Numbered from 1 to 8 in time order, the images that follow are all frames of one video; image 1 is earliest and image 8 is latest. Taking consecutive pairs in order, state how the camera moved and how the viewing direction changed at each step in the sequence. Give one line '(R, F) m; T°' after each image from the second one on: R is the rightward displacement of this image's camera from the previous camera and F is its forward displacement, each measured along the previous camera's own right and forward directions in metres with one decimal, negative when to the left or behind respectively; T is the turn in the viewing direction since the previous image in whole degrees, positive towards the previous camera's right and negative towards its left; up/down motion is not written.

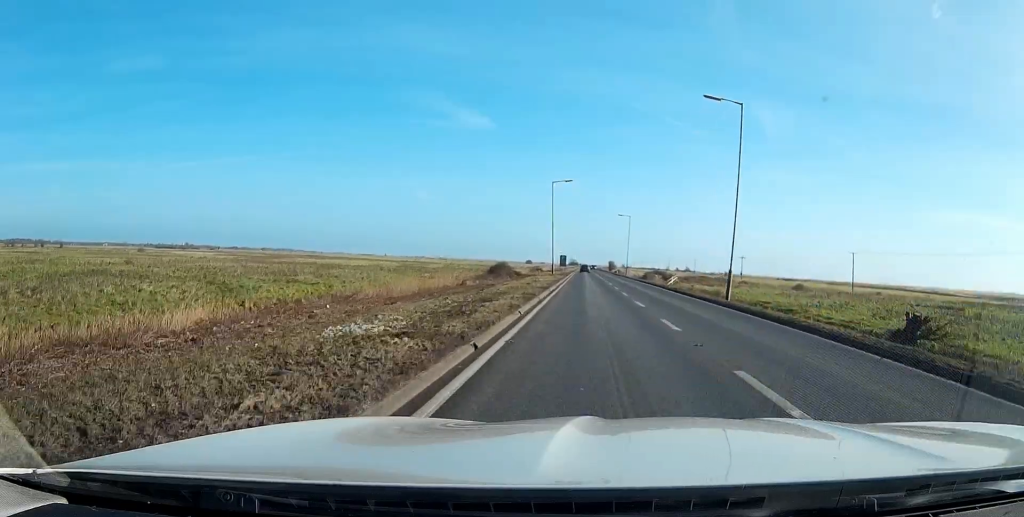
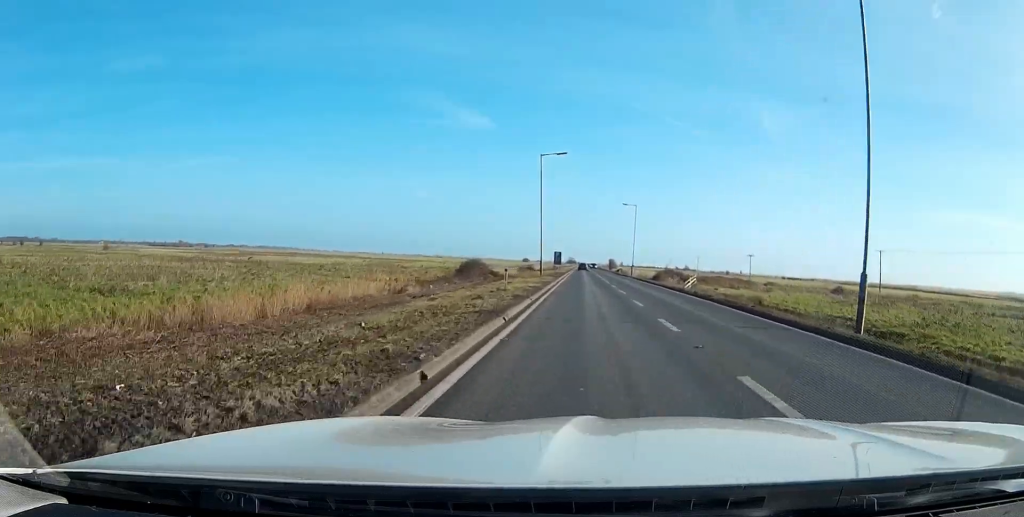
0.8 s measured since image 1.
(0.0, +18.3) m; 0°
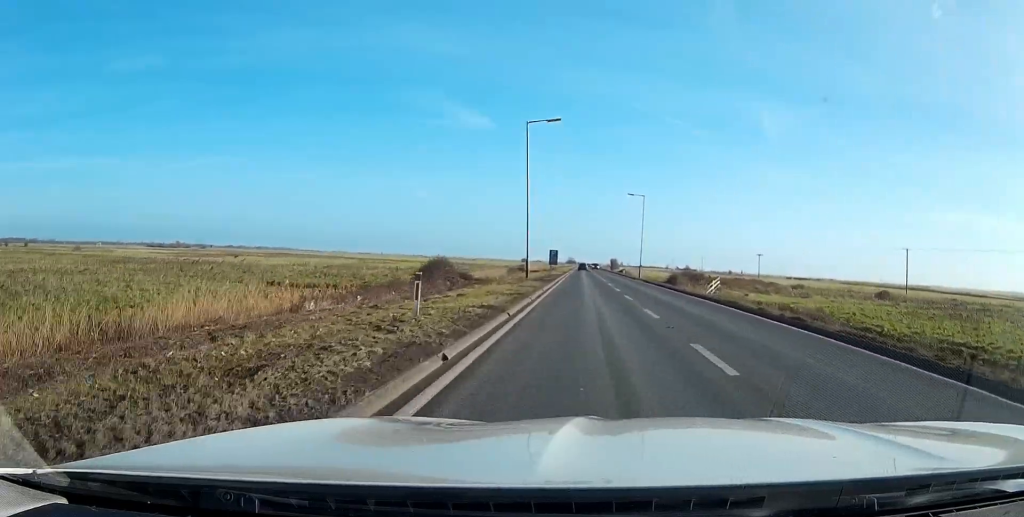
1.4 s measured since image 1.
(0.0, +14.3) m; 0°
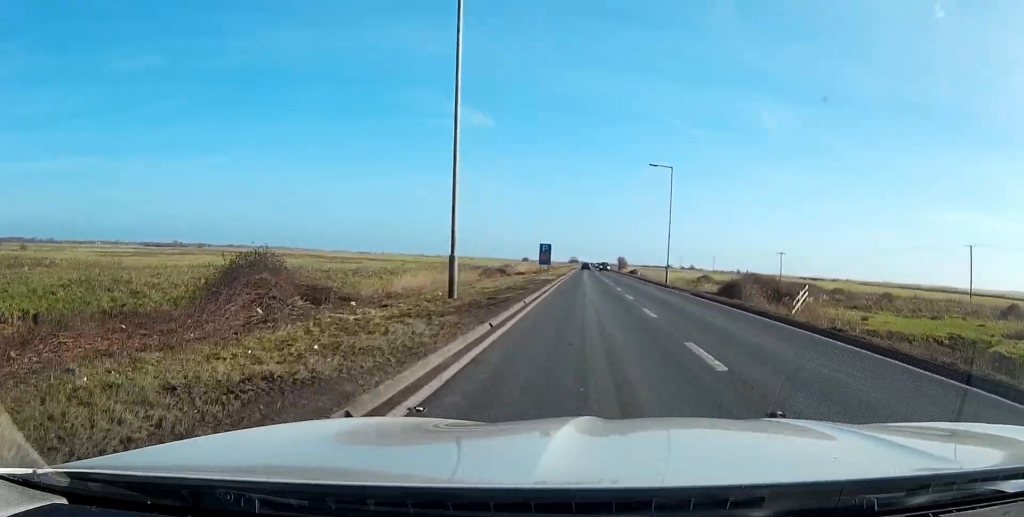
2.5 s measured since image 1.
(-0.1, +26.3) m; 0°
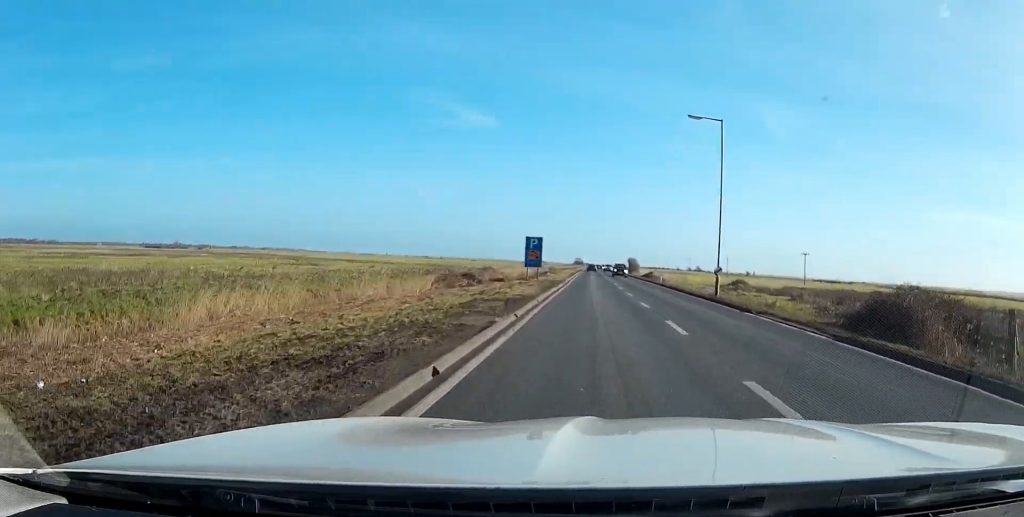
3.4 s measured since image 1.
(+0.1, +21.5) m; 0°
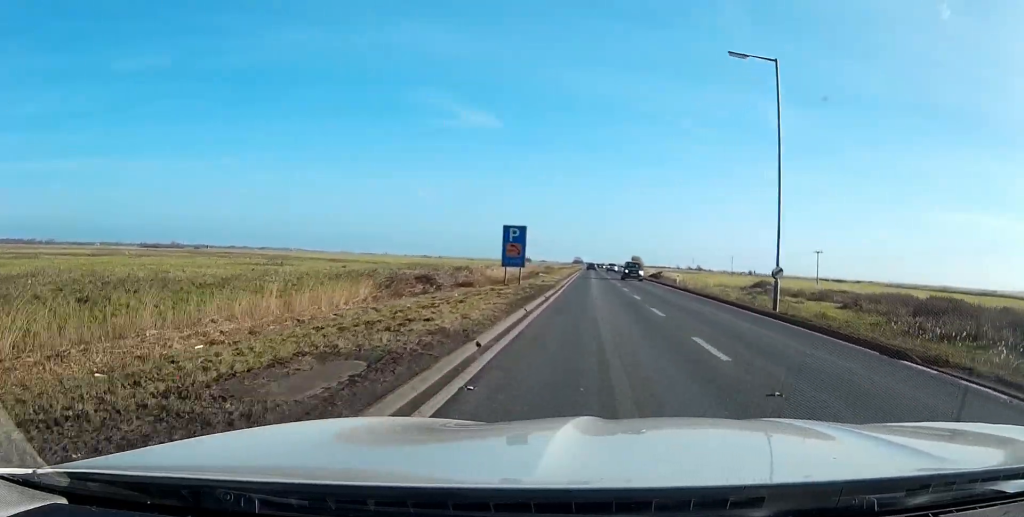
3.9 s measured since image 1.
(0.0, +12.8) m; 0°
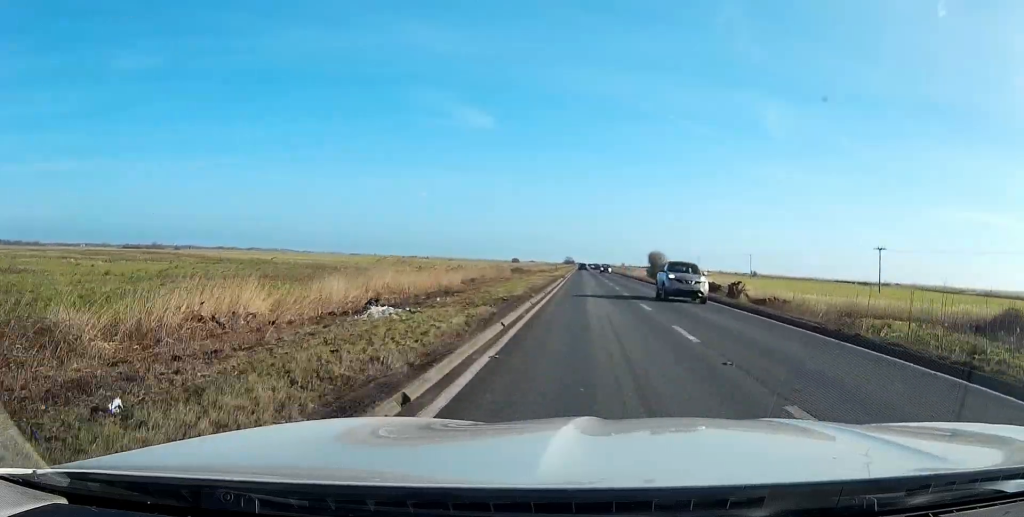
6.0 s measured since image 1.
(+0.3, +50.5) m; +1°
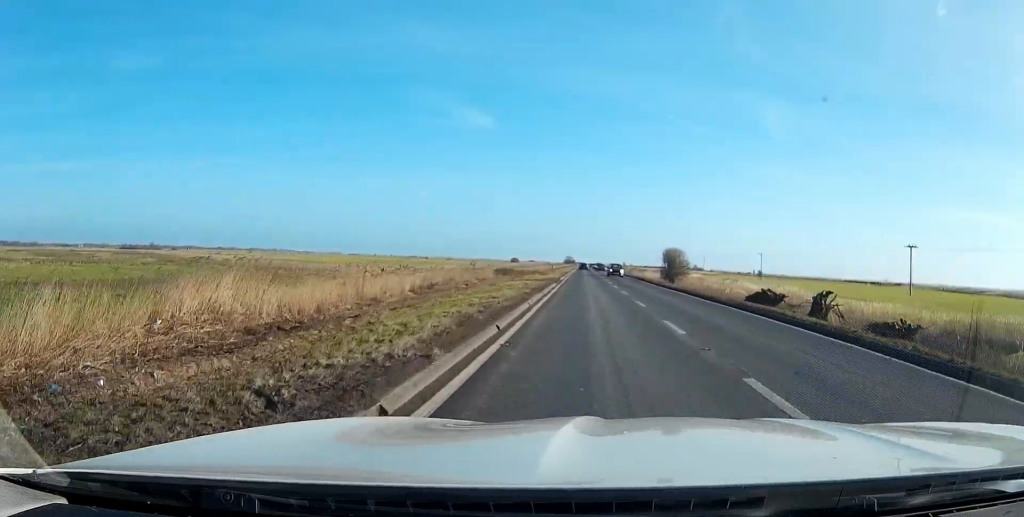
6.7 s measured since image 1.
(-0.1, +16.1) m; 0°
